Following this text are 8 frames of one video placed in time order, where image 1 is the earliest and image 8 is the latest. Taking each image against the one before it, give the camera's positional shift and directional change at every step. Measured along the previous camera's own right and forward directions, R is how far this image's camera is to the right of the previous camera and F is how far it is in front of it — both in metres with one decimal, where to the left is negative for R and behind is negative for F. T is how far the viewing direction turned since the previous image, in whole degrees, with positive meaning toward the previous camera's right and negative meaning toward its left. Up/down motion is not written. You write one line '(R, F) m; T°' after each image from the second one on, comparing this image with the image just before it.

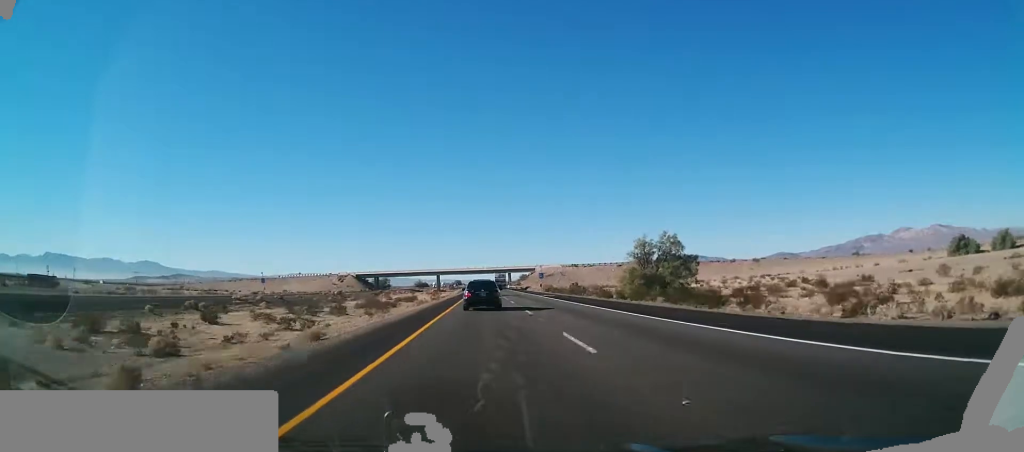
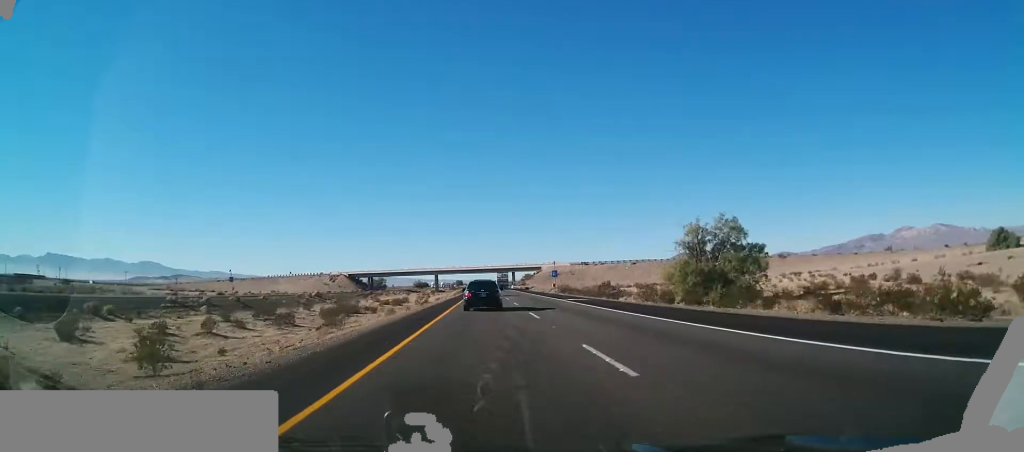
(0.0, +17.5) m; 0°
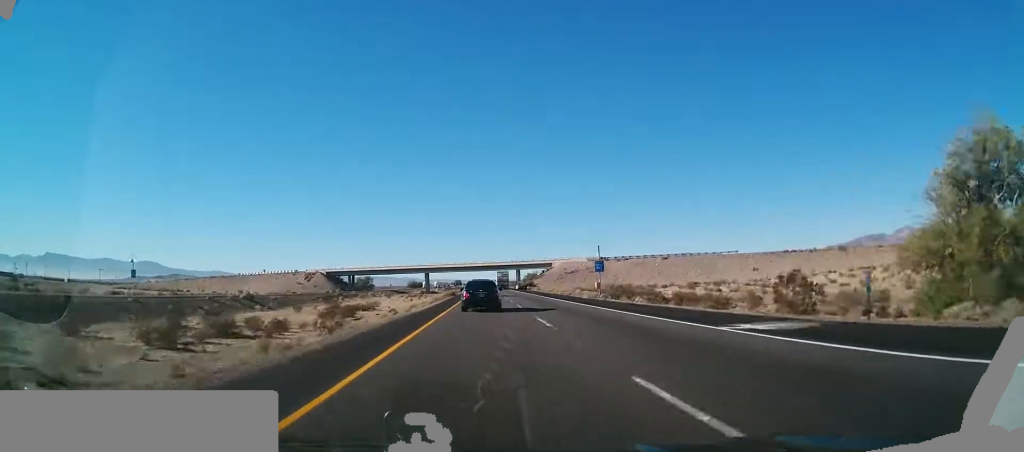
(-0.4, +33.8) m; -1°
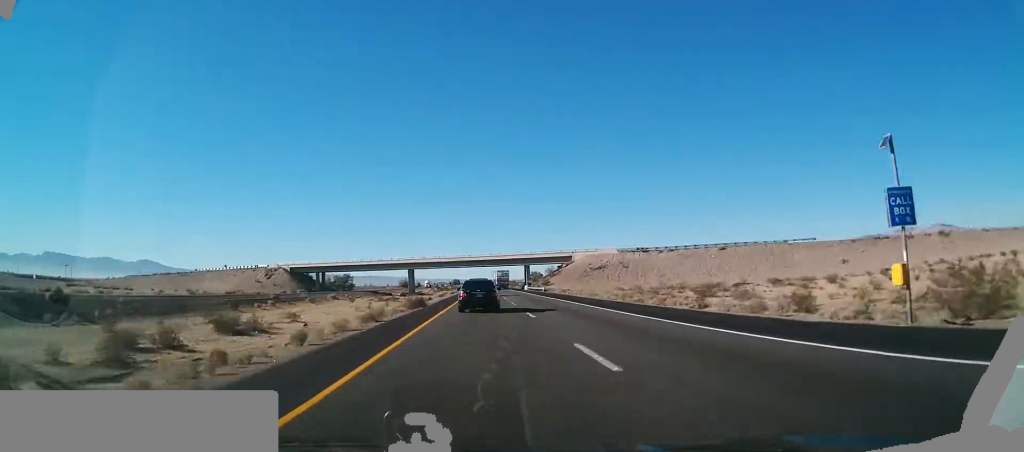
(-0.1, +39.5) m; 0°
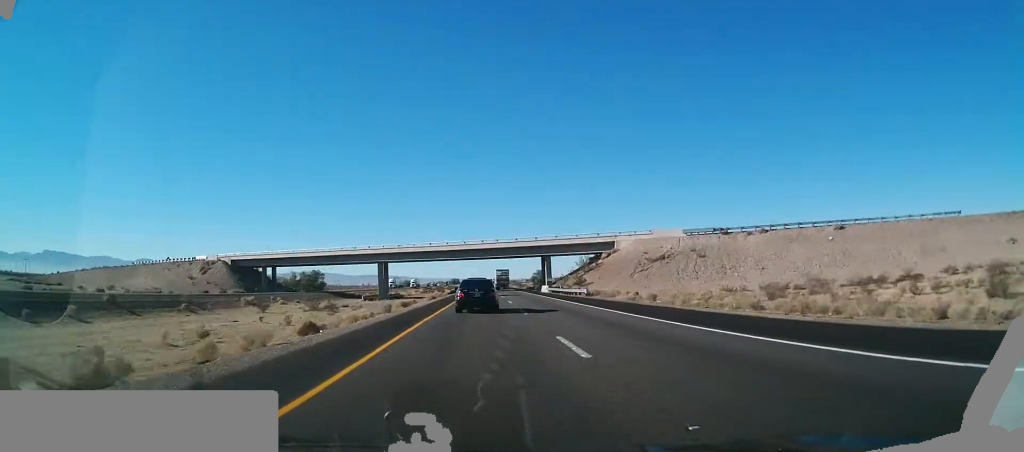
(+0.1, +42.4) m; +1°
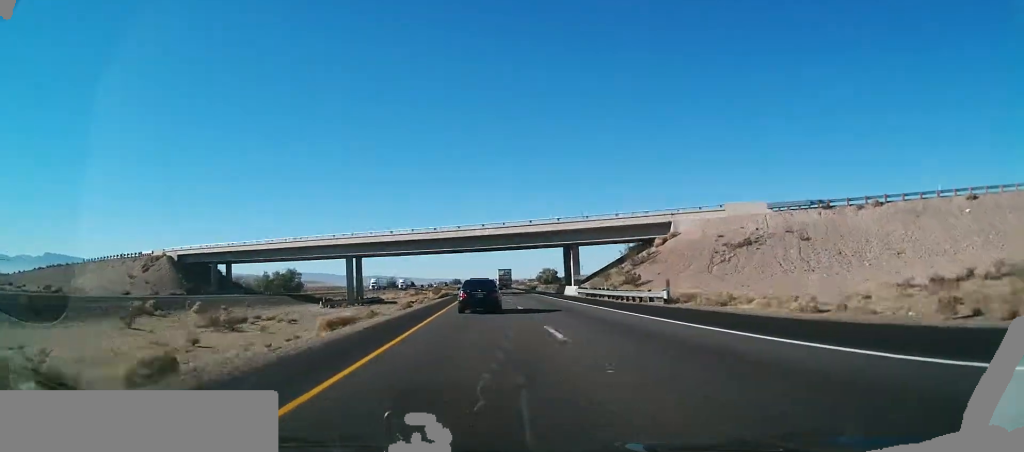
(+0.1, +26.1) m; 0°
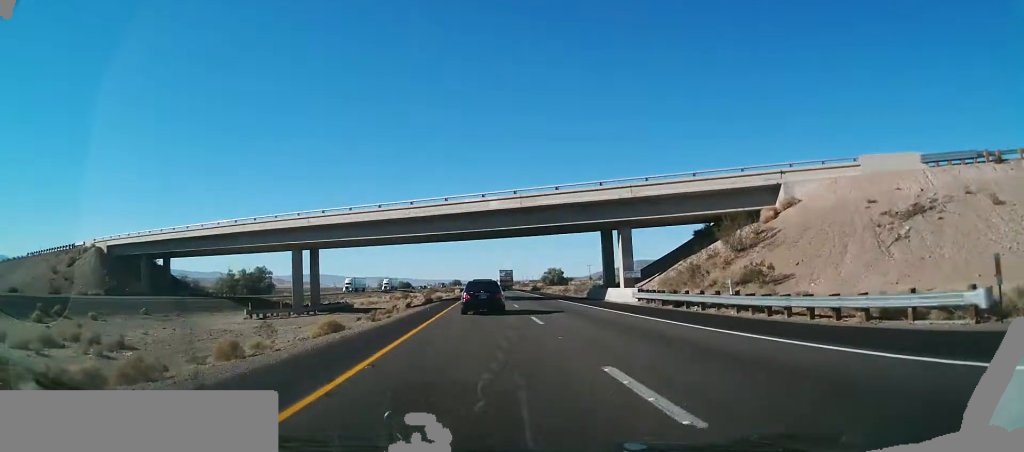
(0.0, +23.5) m; 0°
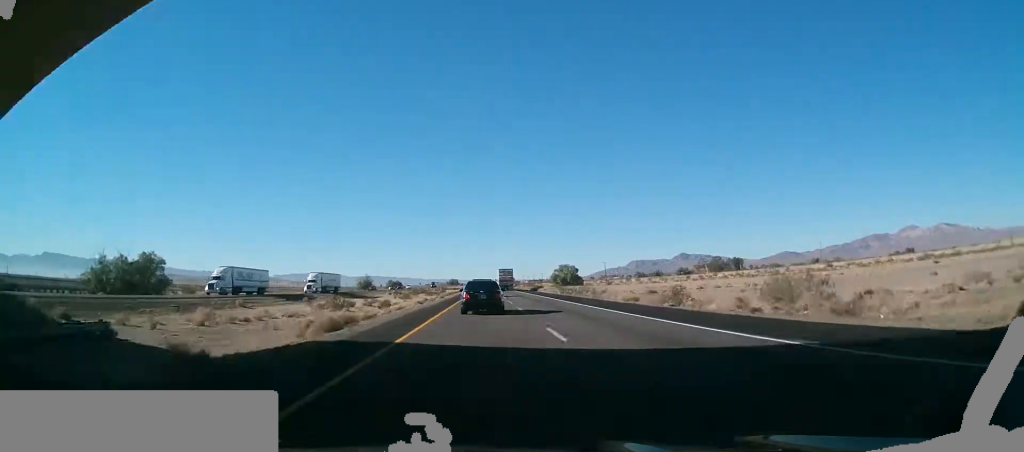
(-0.6, +49.7) m; -1°
